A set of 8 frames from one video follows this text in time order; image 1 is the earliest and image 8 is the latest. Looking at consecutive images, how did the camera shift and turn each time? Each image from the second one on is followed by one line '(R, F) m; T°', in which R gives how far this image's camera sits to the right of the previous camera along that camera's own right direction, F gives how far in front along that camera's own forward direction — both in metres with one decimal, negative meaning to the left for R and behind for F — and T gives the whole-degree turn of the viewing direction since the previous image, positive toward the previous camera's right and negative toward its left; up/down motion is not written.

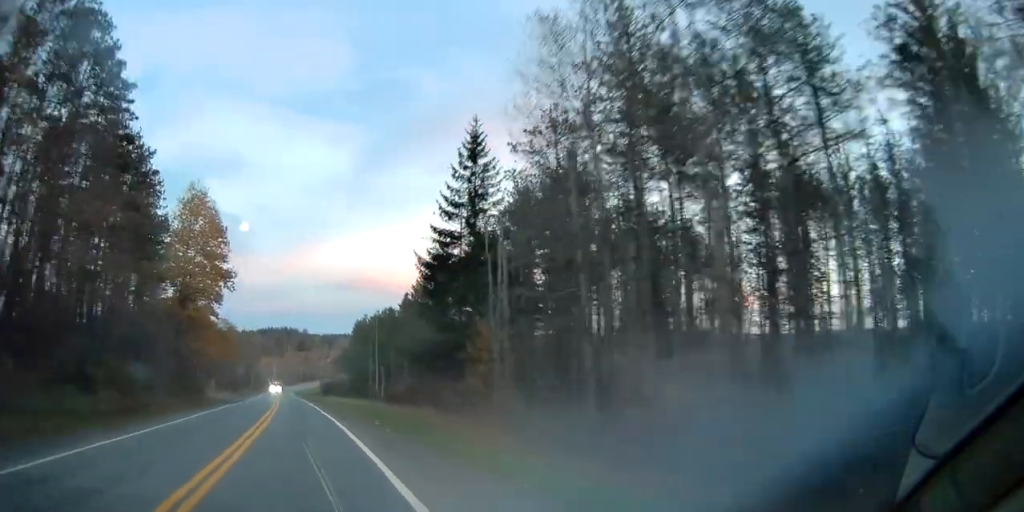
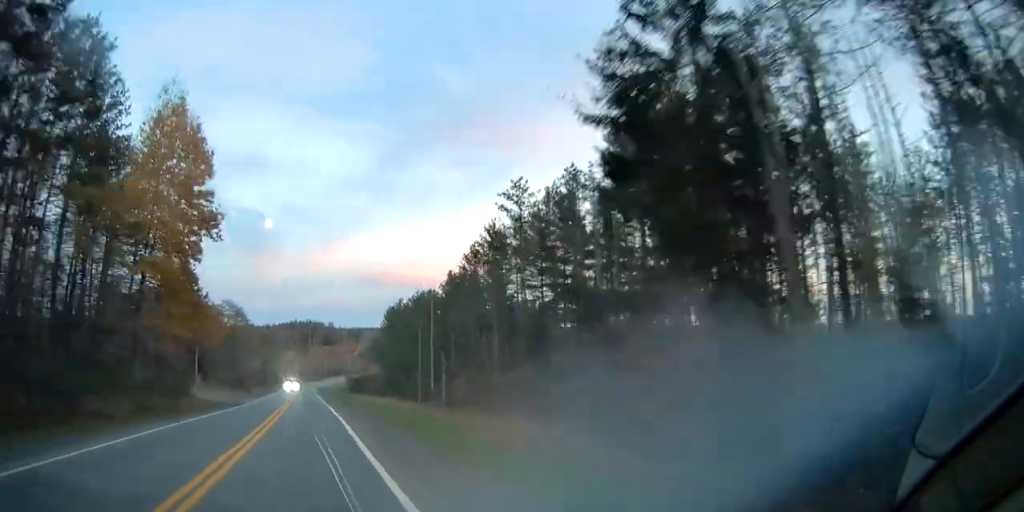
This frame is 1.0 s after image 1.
(-0.9, +21.6) m; -2°
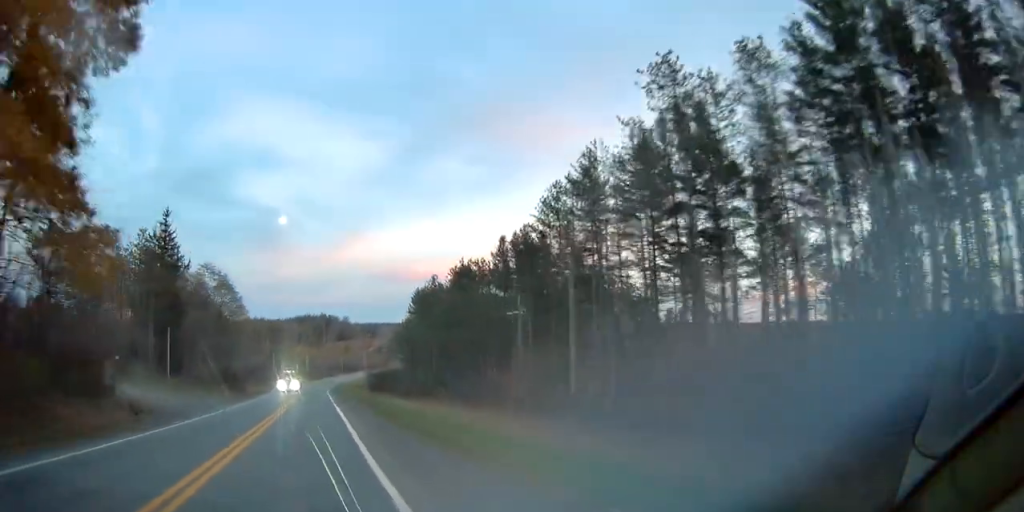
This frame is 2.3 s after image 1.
(-0.1, +26.1) m; -2°
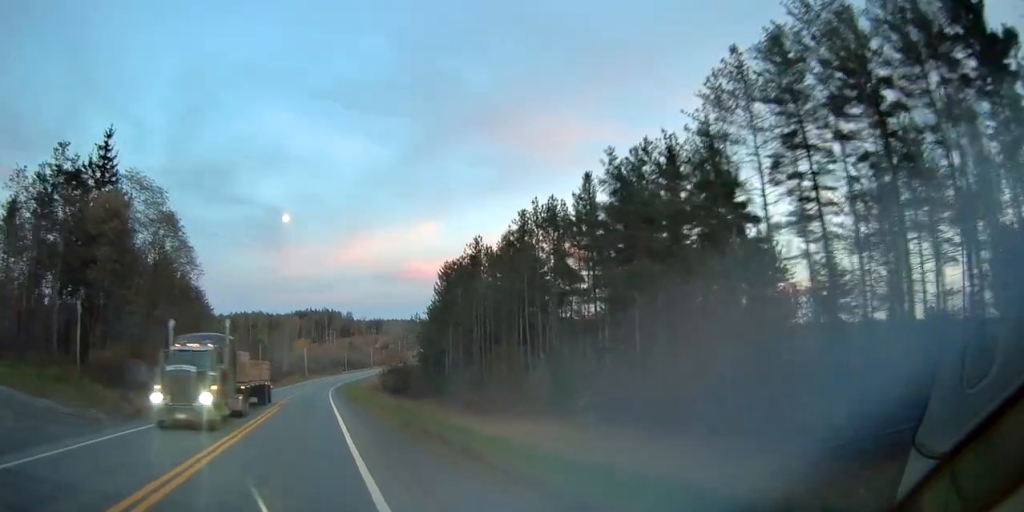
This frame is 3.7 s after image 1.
(-0.9, +30.0) m; -1°
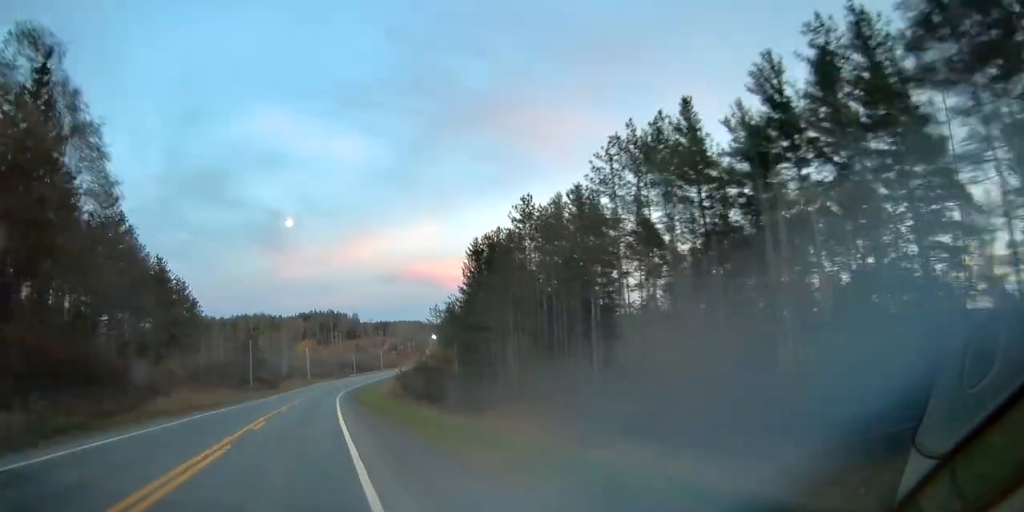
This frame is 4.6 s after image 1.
(+0.1, +19.5) m; 0°
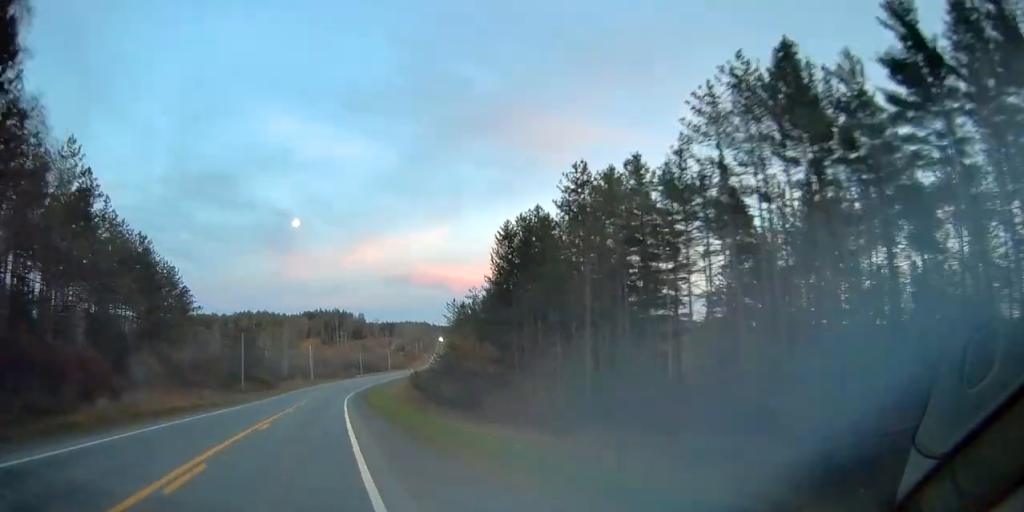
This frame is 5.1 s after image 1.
(+0.2, +12.3) m; 0°
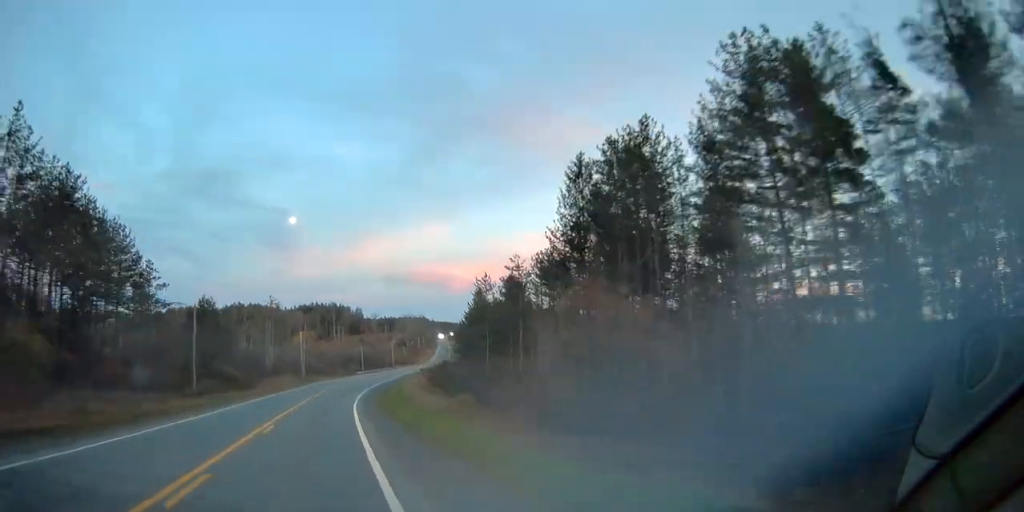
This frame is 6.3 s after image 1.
(-0.3, +24.7) m; 0°
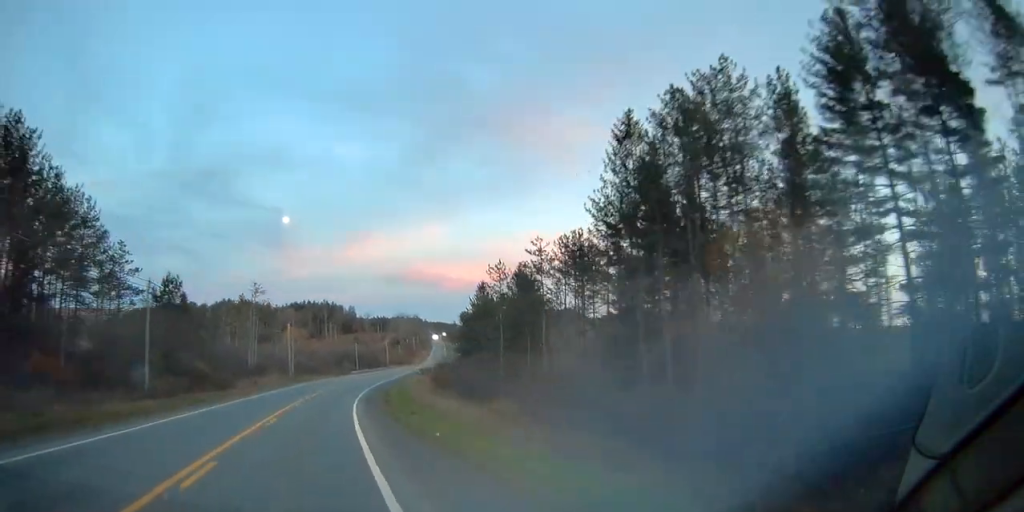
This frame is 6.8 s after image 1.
(0.0, +10.9) m; 0°
